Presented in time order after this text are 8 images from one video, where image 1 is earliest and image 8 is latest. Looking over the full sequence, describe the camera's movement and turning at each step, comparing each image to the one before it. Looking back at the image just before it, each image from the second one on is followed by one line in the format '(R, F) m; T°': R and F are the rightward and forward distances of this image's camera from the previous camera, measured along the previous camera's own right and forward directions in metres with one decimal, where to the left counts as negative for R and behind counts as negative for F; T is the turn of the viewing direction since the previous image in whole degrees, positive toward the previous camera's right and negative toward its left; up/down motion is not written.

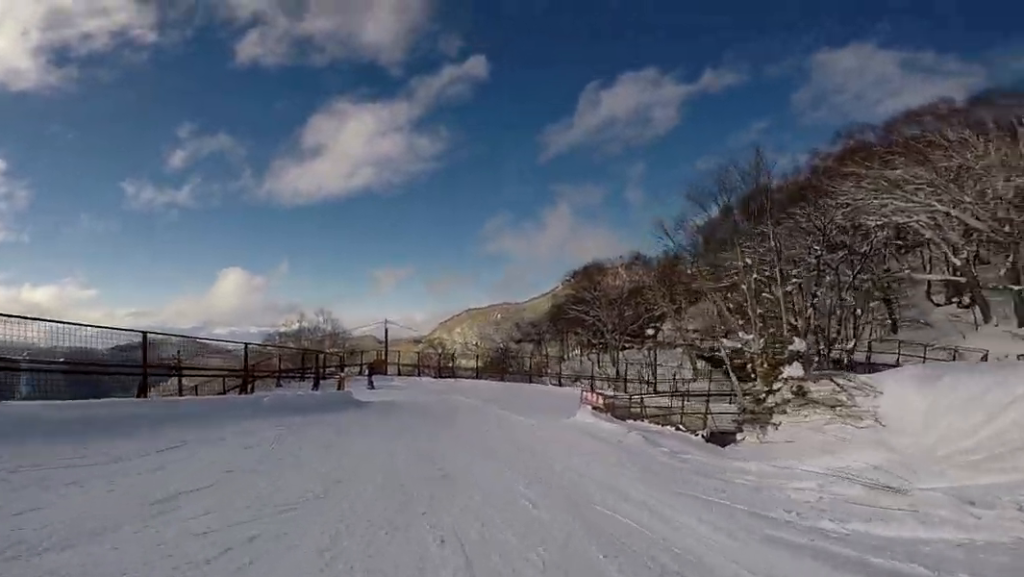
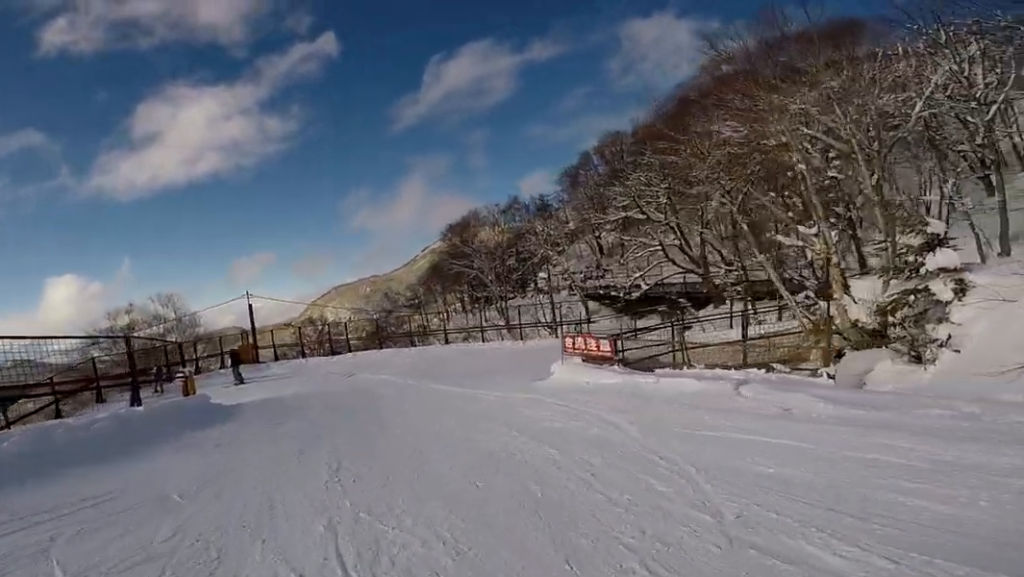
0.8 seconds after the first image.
(-0.7, +6.0) m; -1°
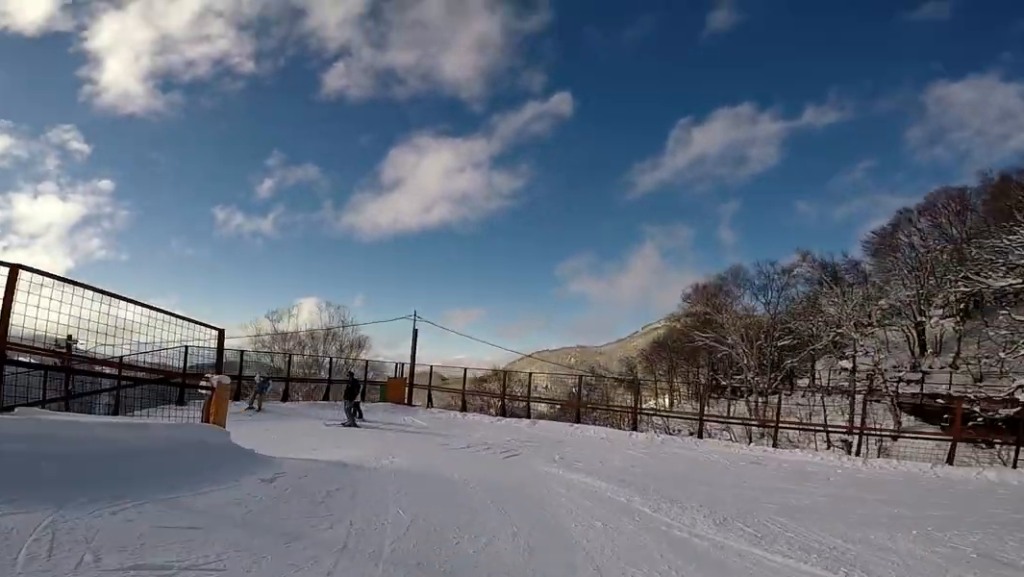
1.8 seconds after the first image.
(+0.8, +7.1) m; -3°
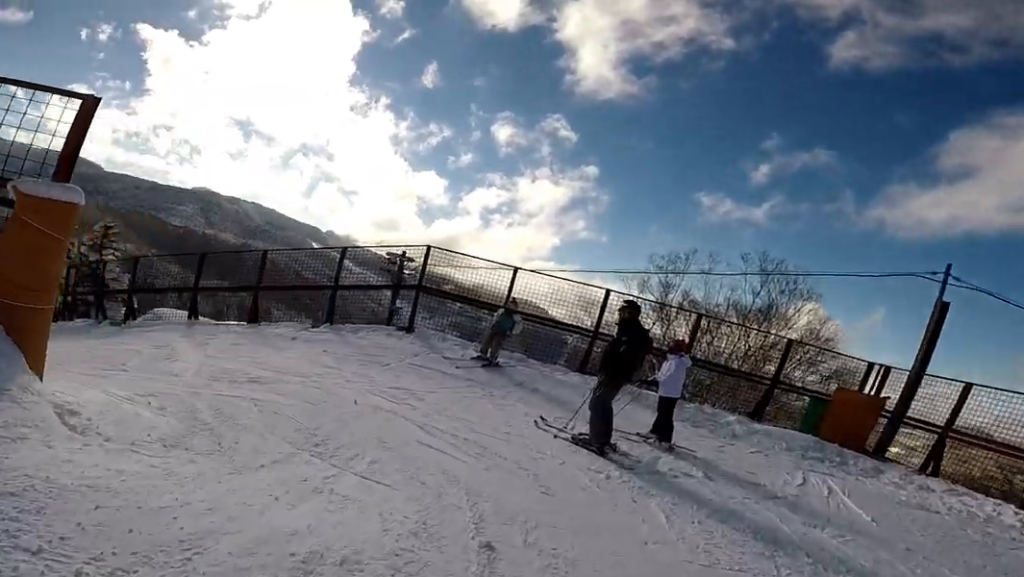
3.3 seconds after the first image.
(-2.1, +7.0) m; -53°
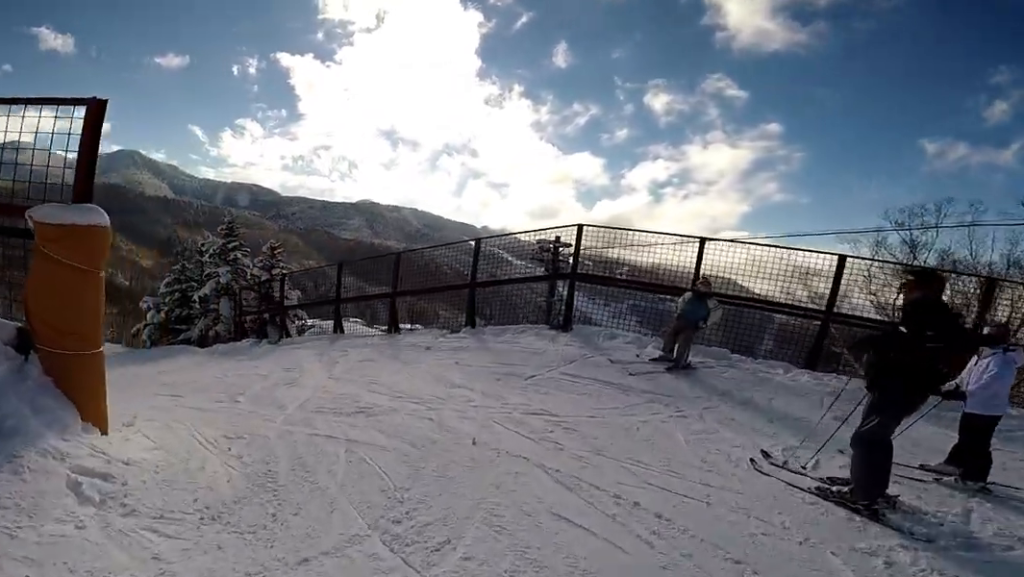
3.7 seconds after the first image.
(+0.5, +1.6) m; -22°
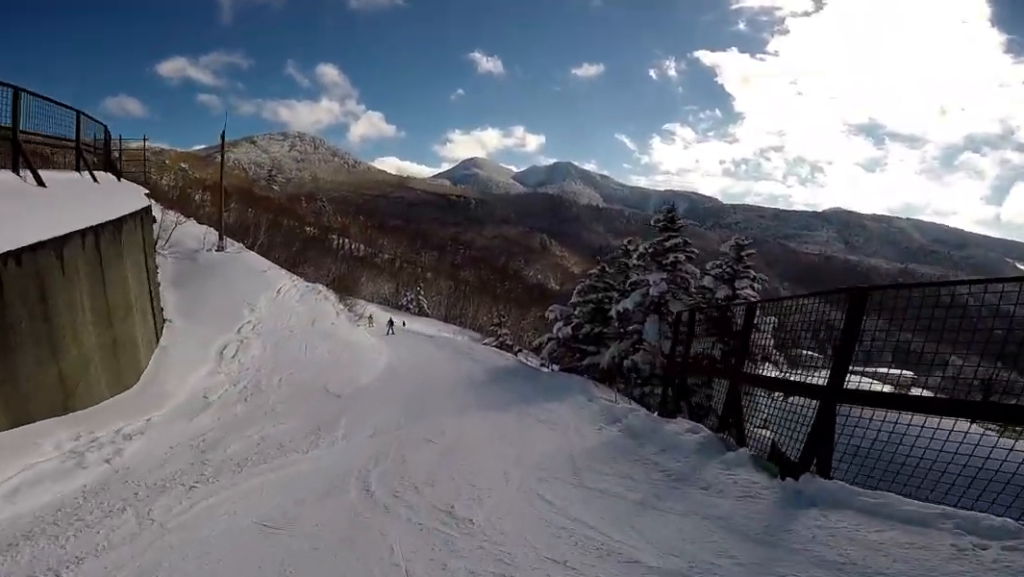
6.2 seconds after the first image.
(-8.8, +7.3) m; -59°
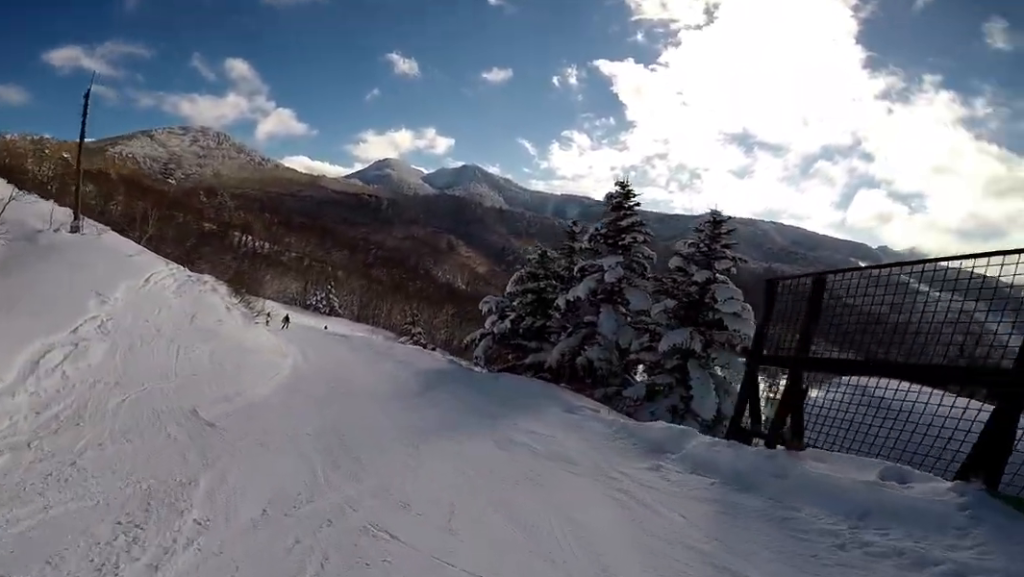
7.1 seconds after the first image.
(0.0, +4.3) m; +1°
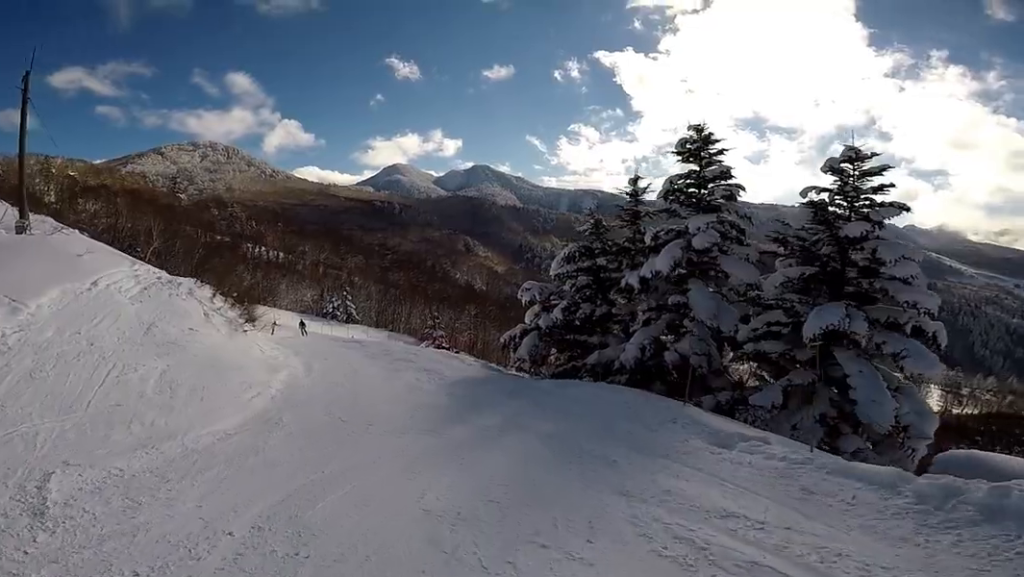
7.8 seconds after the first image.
(+0.5, +4.3) m; 0°
